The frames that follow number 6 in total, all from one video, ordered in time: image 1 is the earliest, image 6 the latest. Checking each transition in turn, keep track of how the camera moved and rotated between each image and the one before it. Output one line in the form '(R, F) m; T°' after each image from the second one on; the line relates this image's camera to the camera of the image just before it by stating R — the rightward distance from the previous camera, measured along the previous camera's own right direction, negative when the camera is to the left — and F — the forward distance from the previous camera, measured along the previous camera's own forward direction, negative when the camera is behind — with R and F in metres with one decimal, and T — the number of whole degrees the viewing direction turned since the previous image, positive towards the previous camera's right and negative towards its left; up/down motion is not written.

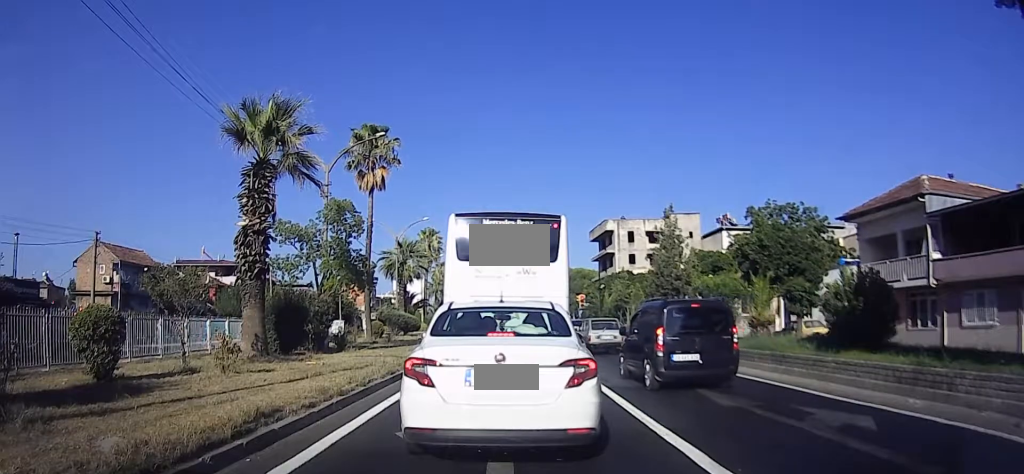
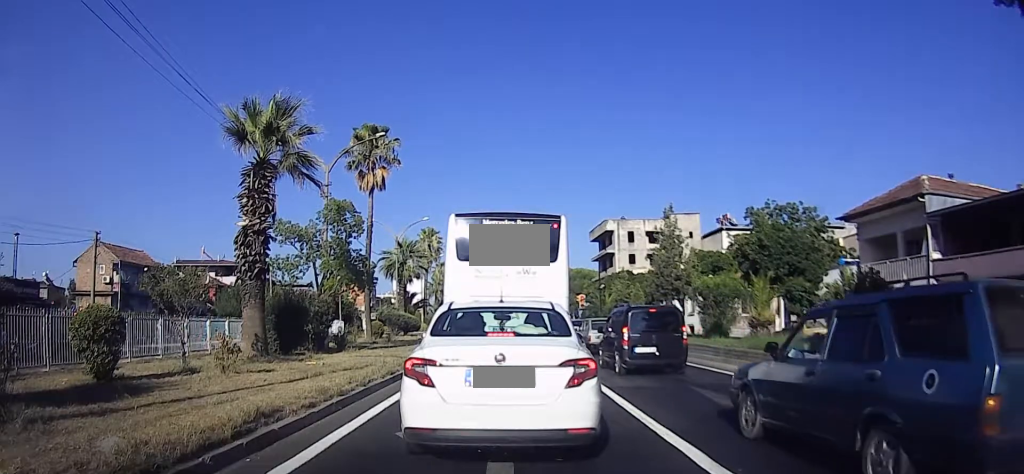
(0.0, 0.0) m; 0°
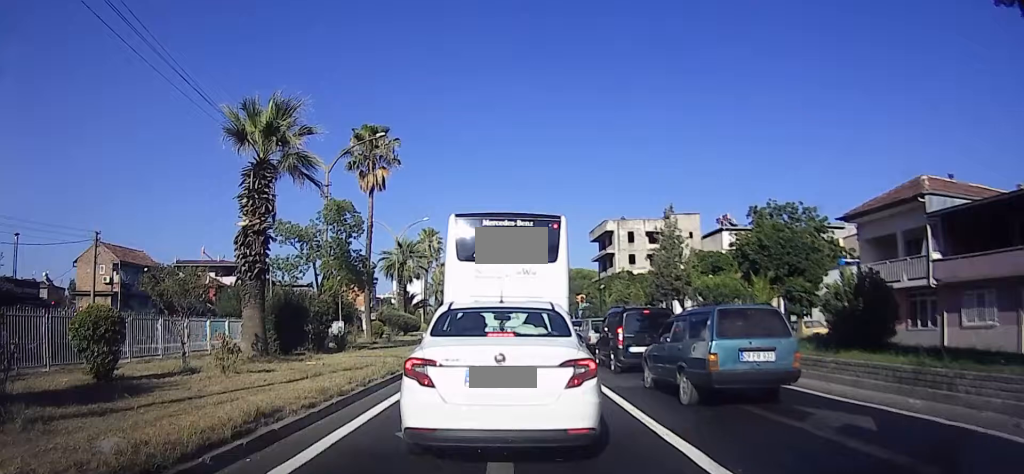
(0.0, 0.0) m; 0°
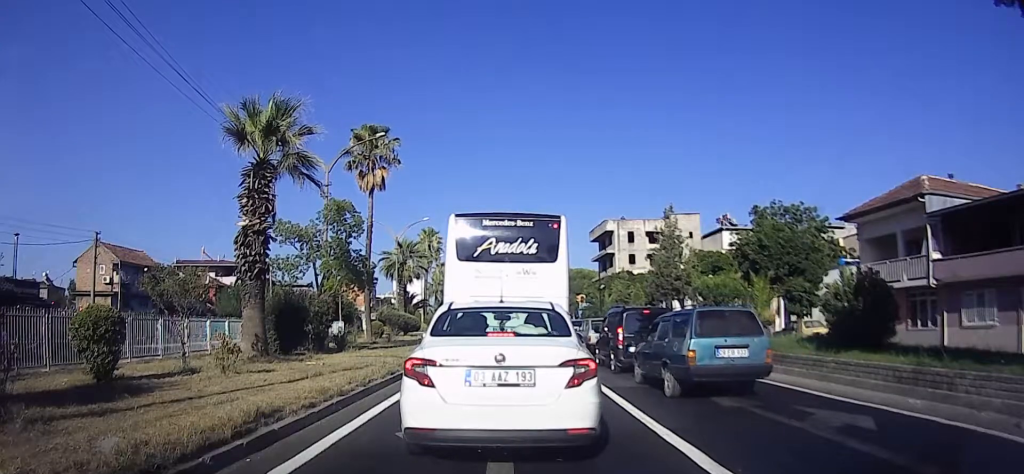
(0.0, 0.0) m; 0°
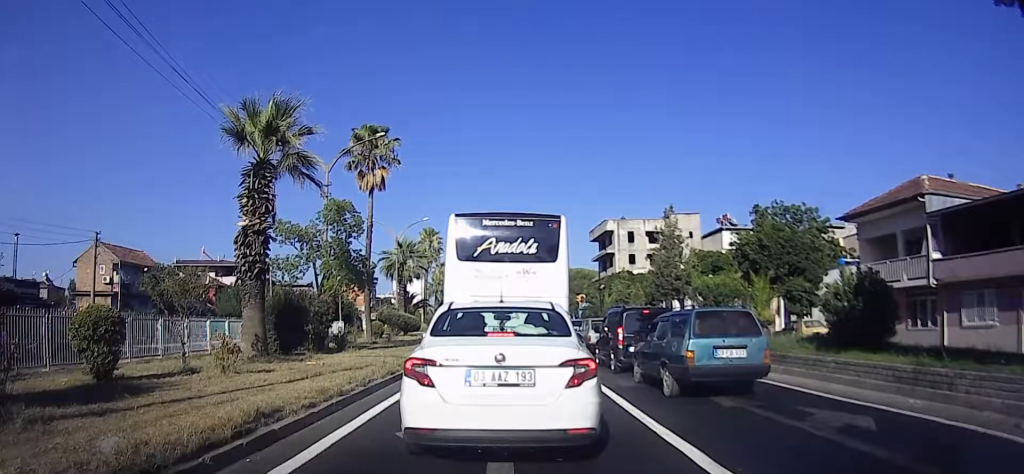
(0.0, 0.0) m; 0°
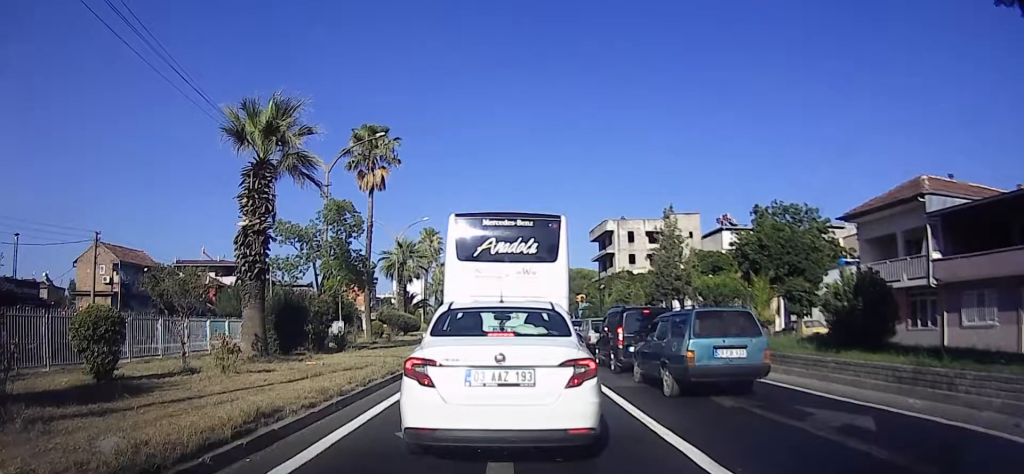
(0.0, 0.0) m; 0°
